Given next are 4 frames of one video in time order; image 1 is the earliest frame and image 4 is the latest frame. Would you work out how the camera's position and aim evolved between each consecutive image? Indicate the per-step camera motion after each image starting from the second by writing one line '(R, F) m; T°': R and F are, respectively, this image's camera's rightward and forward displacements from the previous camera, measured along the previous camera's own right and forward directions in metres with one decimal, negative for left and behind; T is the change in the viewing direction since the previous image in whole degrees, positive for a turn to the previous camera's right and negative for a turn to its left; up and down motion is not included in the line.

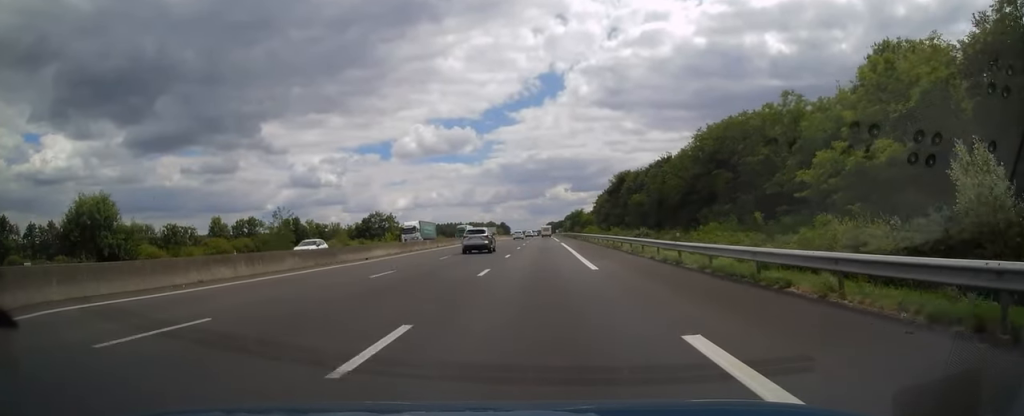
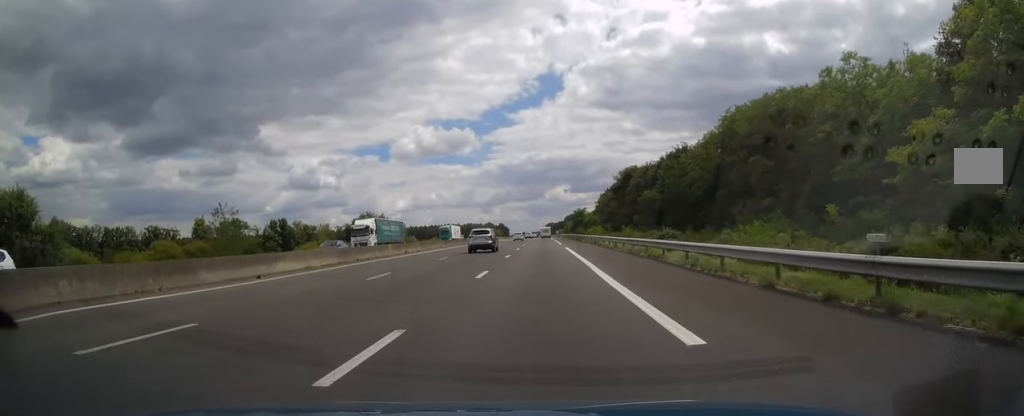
(0.0, +13.3) m; 0°
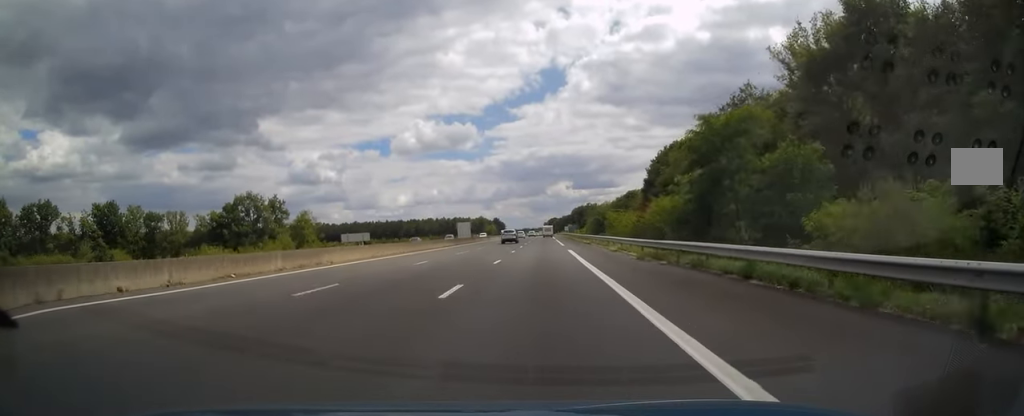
(+0.2, +110.8) m; 0°
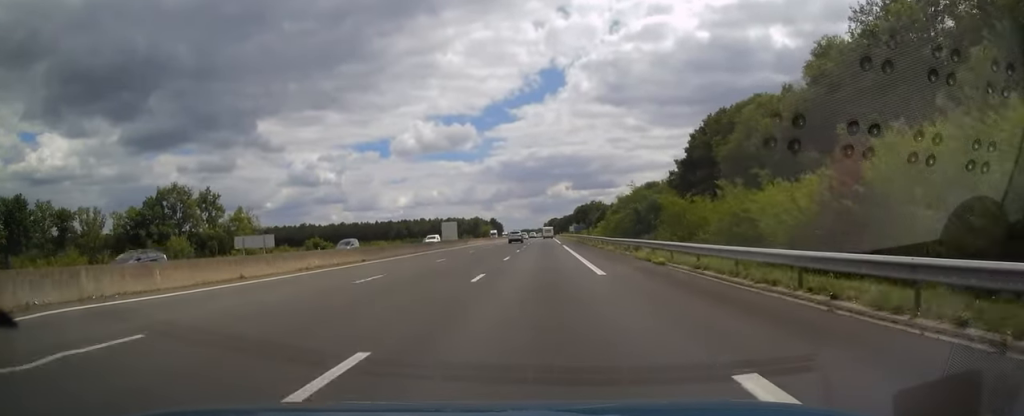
(-0.1, +34.5) m; 0°
